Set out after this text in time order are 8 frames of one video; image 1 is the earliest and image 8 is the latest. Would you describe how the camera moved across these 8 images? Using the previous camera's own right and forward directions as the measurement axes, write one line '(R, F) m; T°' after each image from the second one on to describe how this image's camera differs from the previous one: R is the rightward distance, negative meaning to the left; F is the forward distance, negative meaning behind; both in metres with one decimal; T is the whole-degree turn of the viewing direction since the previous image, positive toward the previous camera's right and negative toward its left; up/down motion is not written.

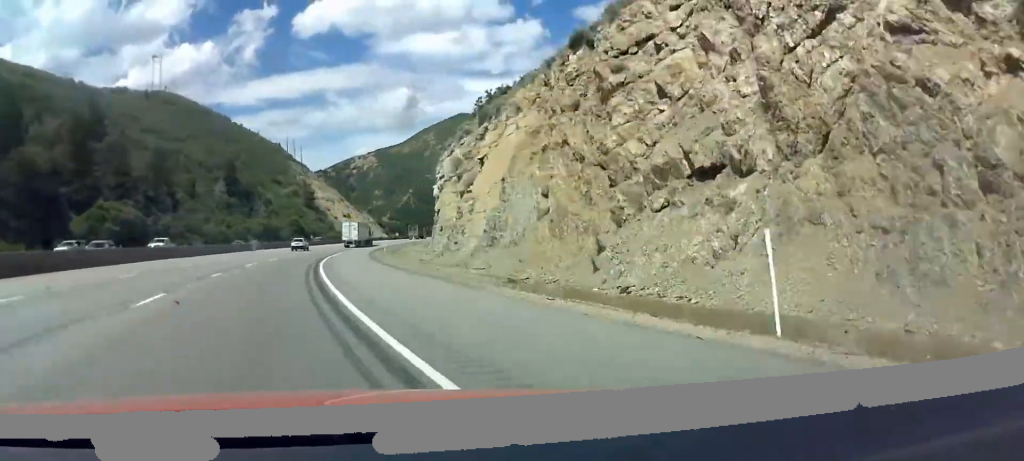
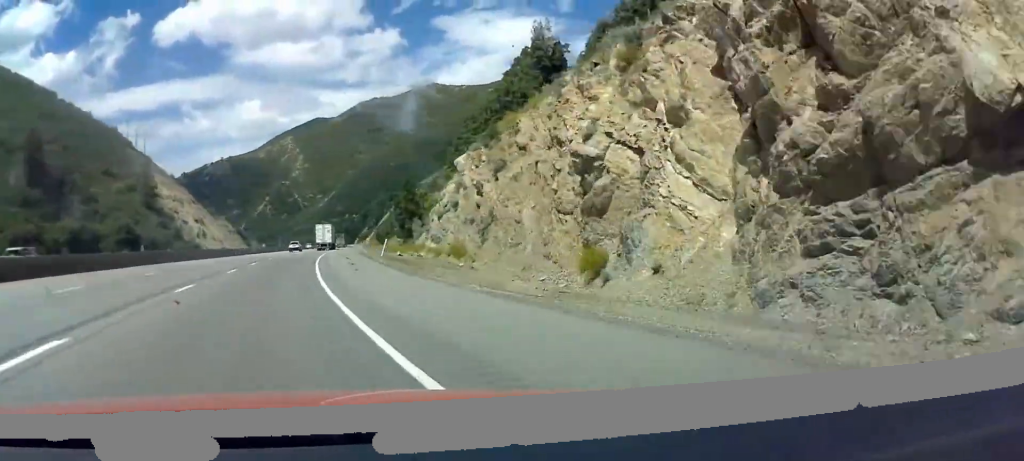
(+10.1, +93.2) m; +10°
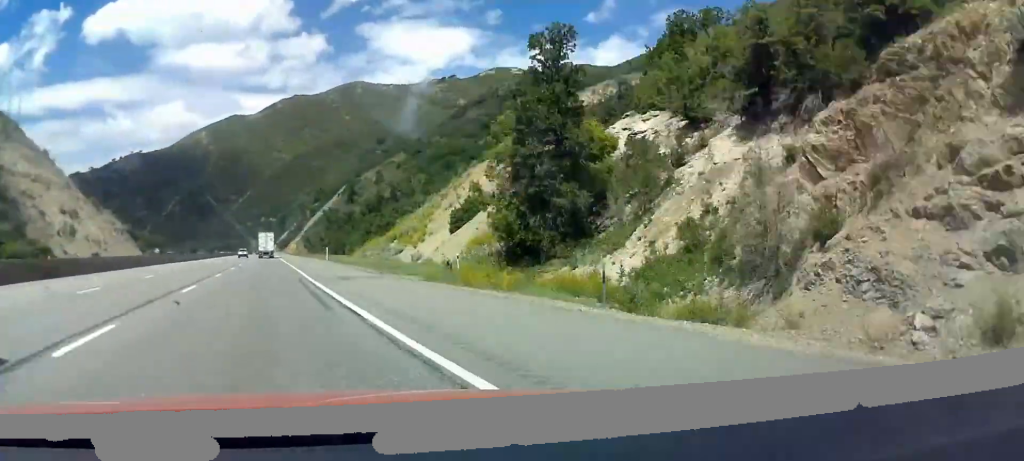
(+5.8, +84.8) m; +5°
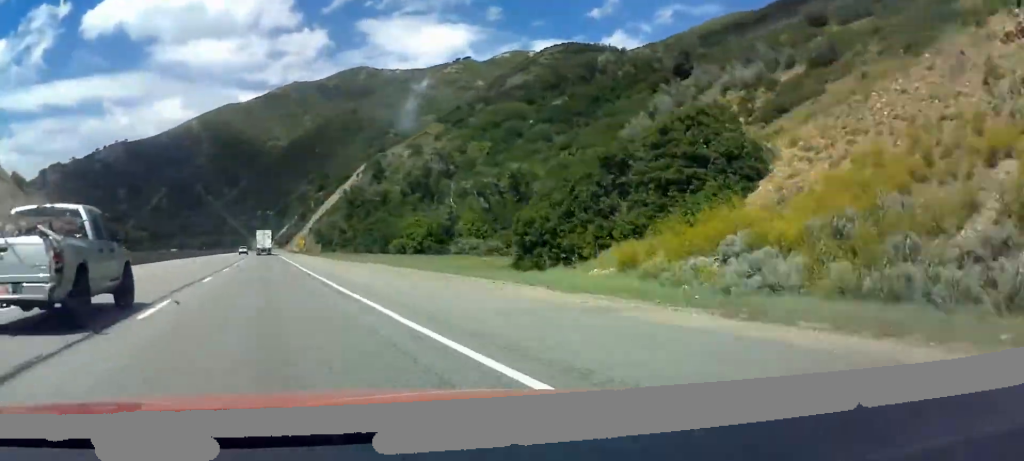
(+2.3, +82.4) m; +2°
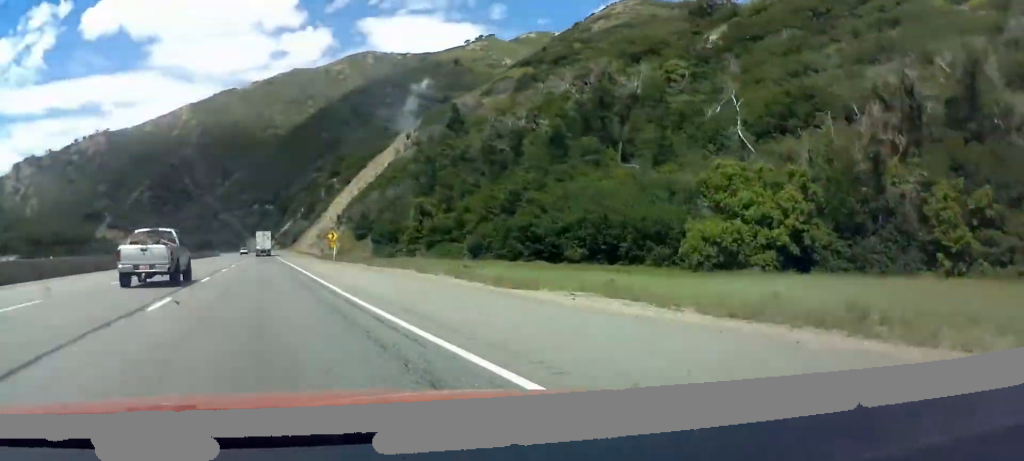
(+0.1, +97.2) m; -1°
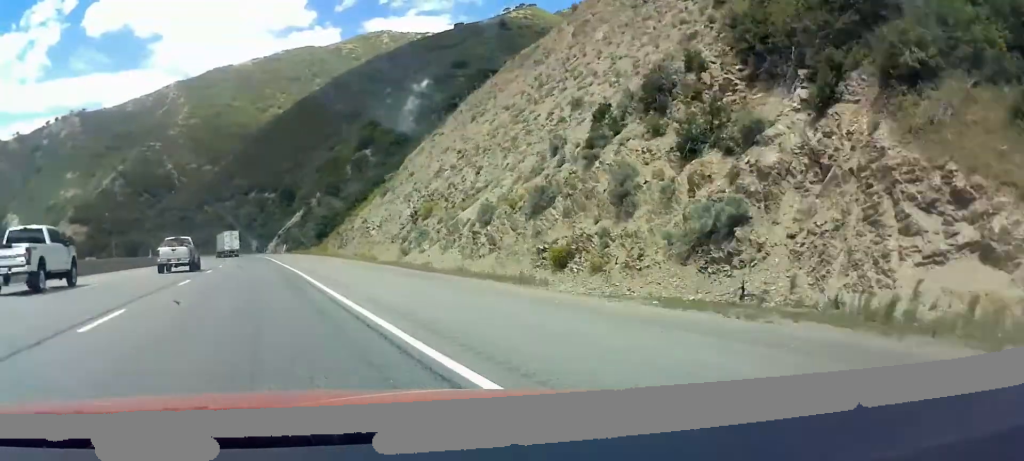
(-1.5, +111.7) m; -3°
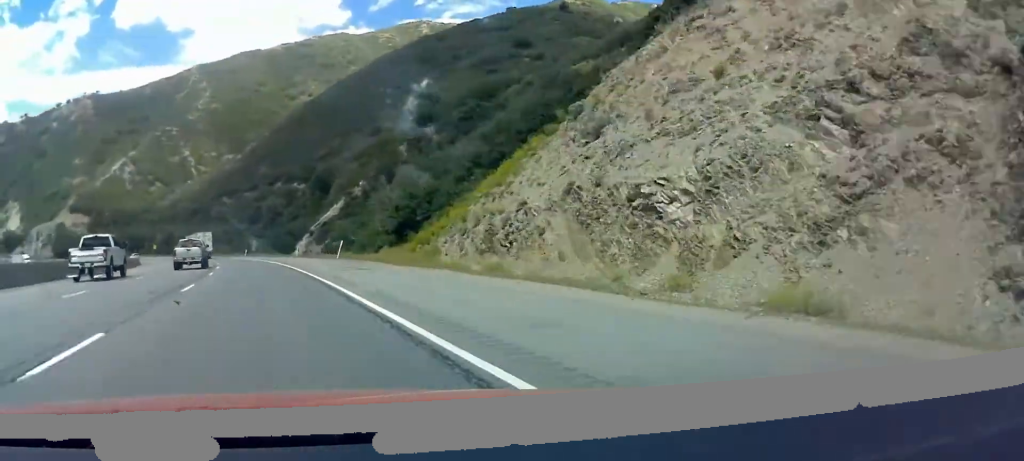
(+0.9, +52.1) m; -3°
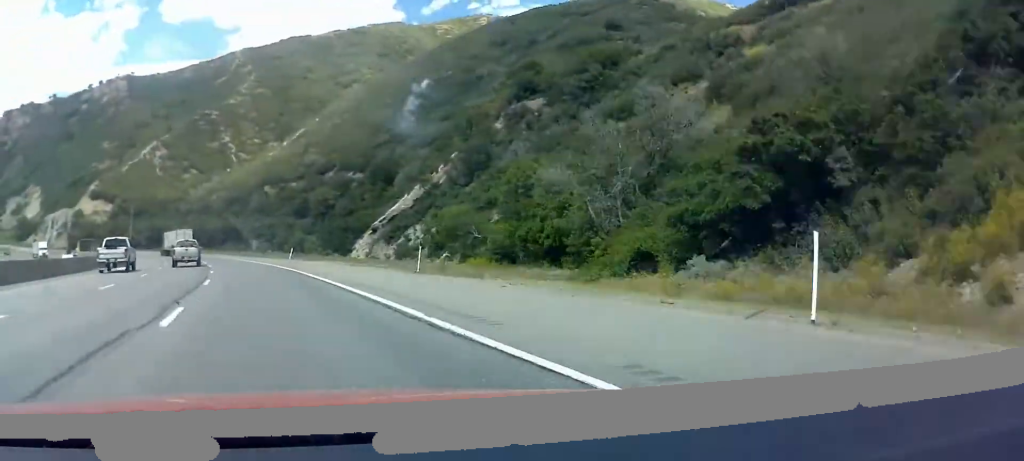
(-1.1, +44.5) m; -4°
